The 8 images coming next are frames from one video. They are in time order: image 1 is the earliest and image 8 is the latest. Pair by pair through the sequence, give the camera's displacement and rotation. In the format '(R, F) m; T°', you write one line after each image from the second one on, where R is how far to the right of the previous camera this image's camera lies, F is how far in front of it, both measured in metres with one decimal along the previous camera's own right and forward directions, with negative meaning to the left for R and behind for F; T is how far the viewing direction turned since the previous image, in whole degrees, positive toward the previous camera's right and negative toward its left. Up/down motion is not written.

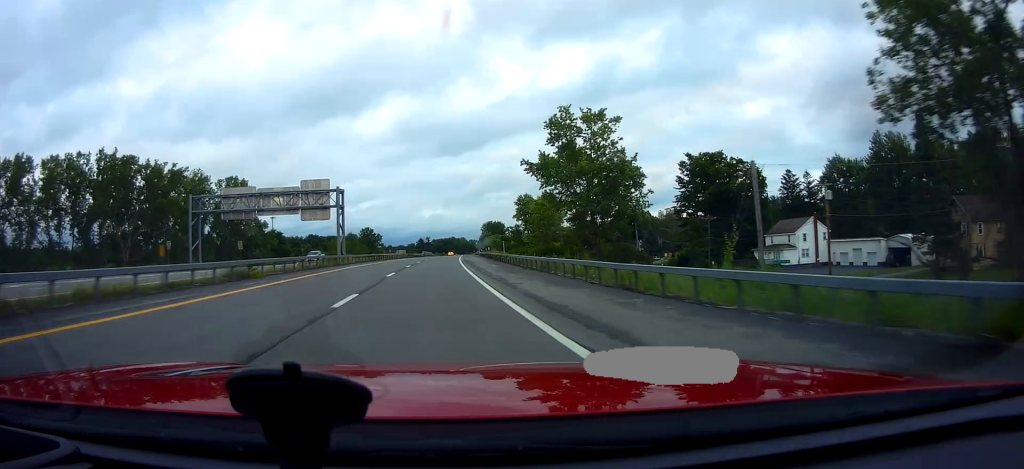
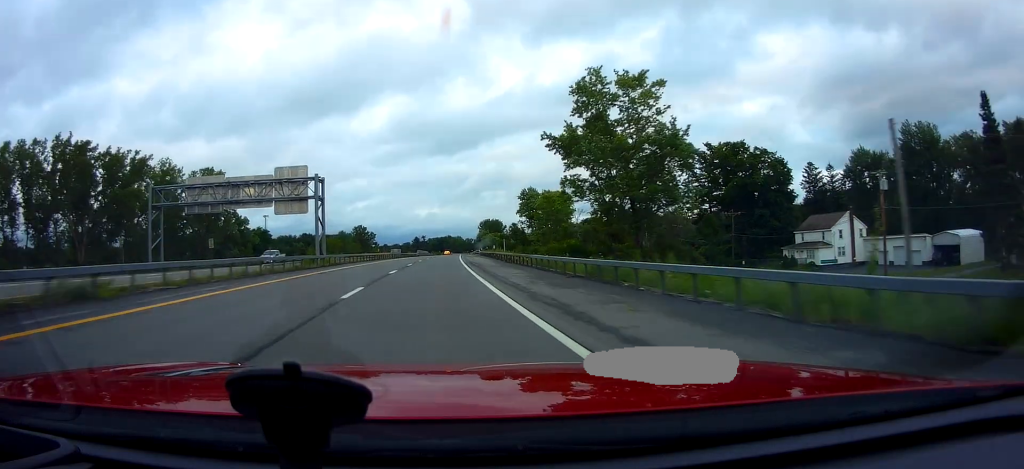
(-0.1, +10.0) m; +1°
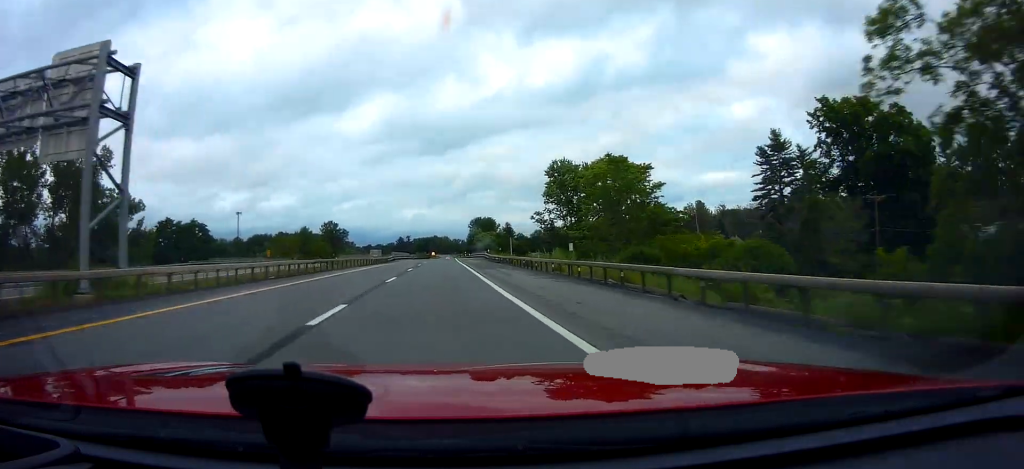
(+1.0, +37.9) m; +3°
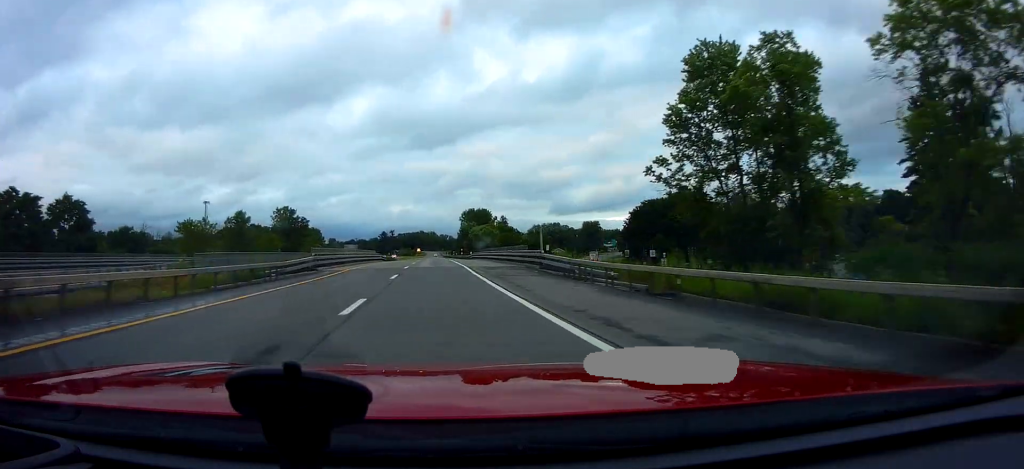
(+1.2, +46.1) m; +1°
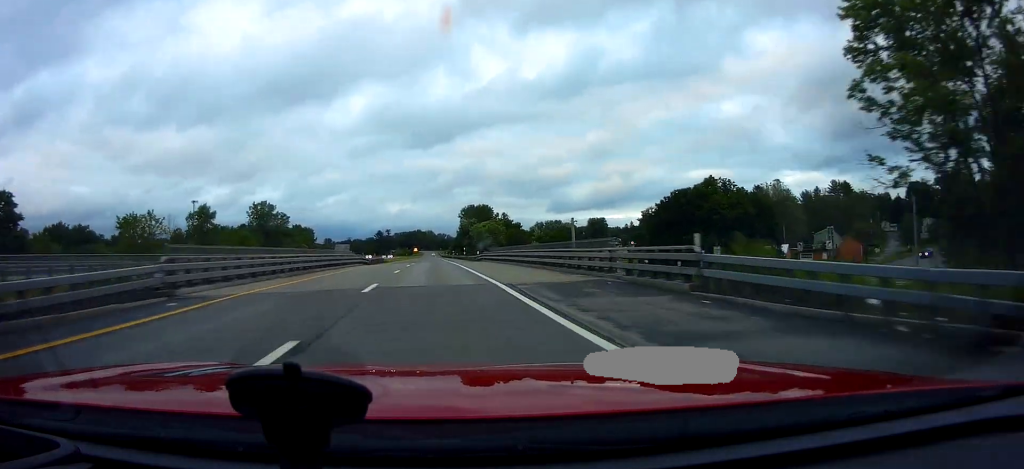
(-0.4, +18.7) m; 0°
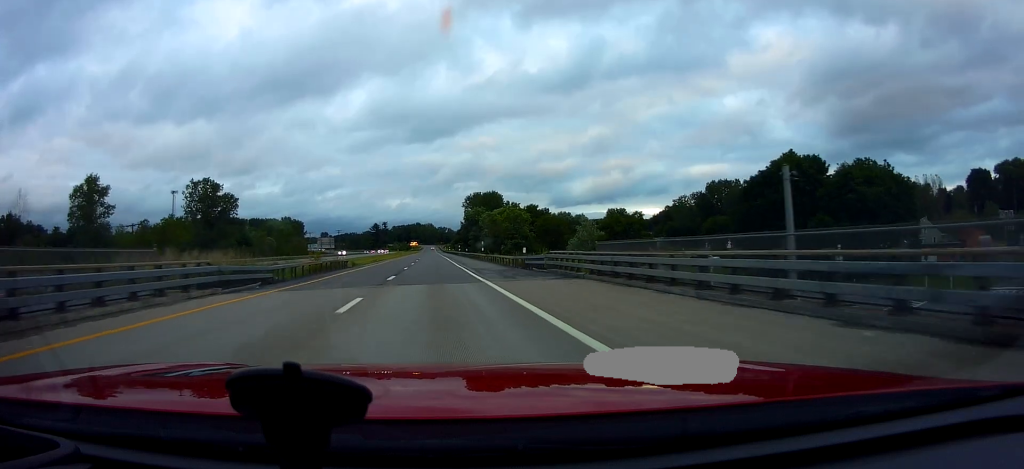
(+0.4, +36.9) m; 0°
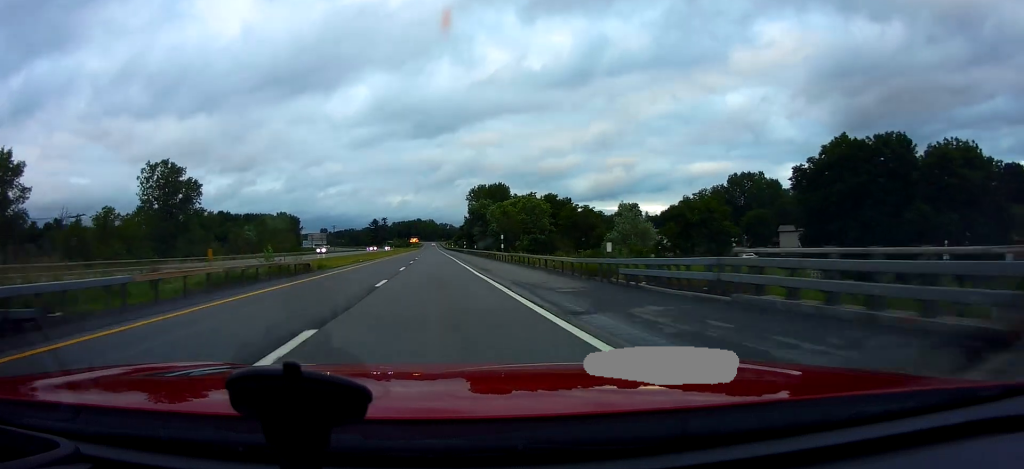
(-0.6, +17.5) m; 0°
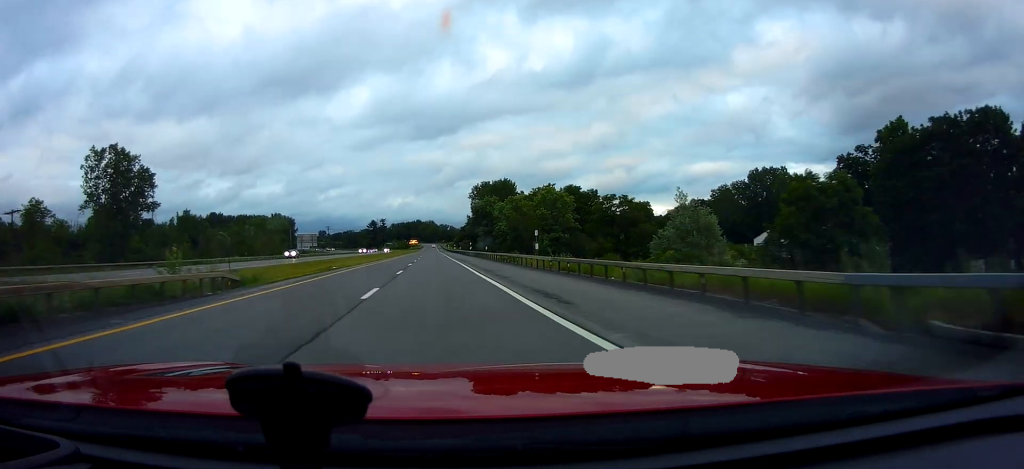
(+0.1, +15.7) m; +1°
